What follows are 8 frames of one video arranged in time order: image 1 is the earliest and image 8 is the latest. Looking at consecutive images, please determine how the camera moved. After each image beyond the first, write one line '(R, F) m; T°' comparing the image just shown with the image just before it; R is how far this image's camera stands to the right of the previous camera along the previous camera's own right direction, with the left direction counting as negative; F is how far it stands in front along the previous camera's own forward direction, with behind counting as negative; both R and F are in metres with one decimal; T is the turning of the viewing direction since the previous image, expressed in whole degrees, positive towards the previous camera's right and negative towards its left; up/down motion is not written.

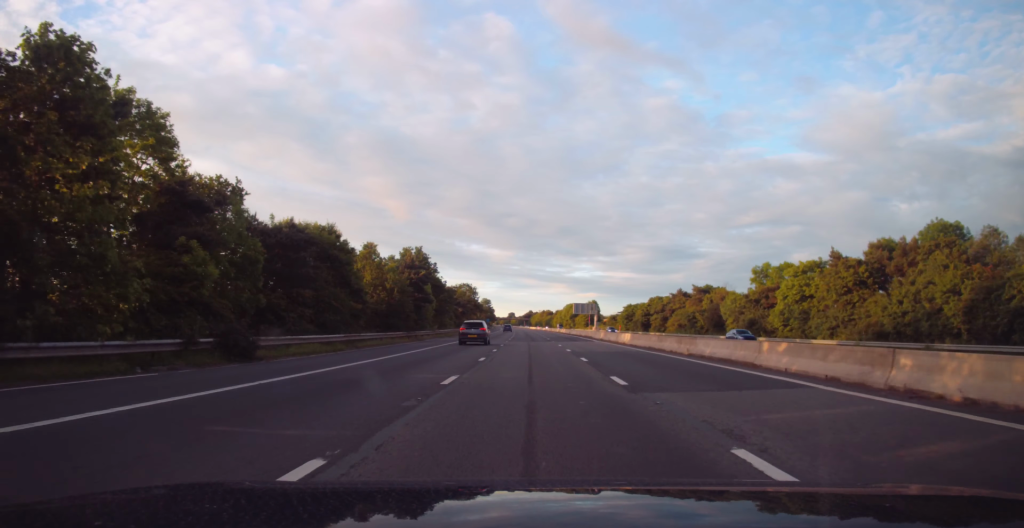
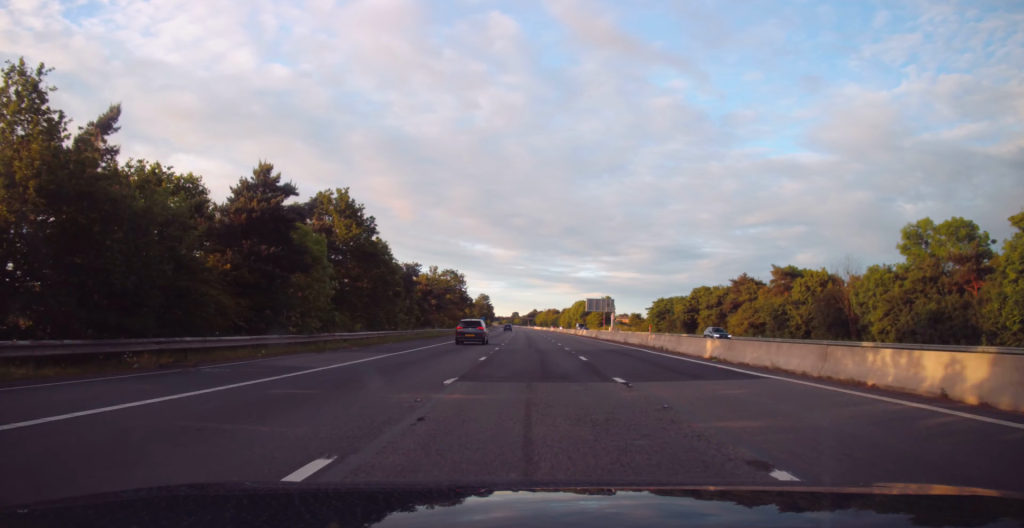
(-0.3, +36.8) m; -1°
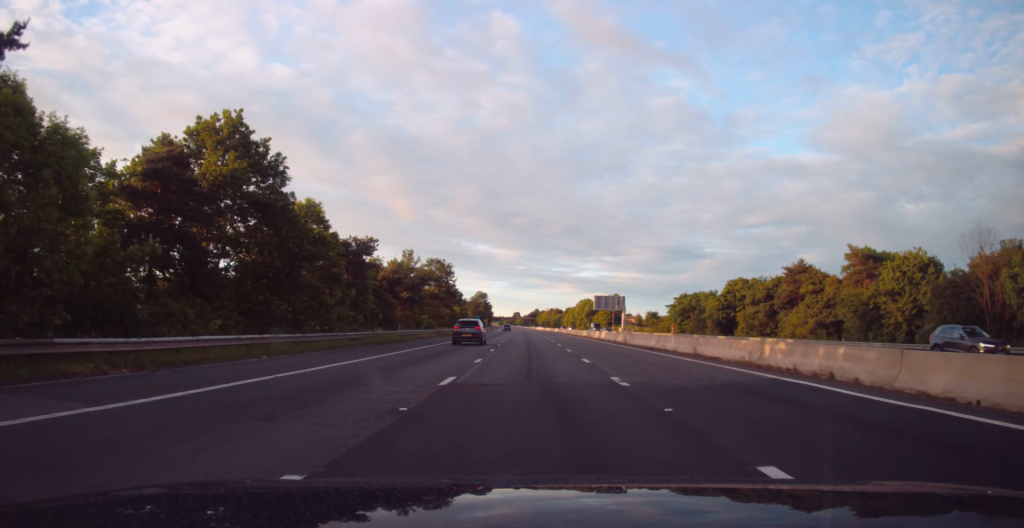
(0.0, +19.5) m; 0°
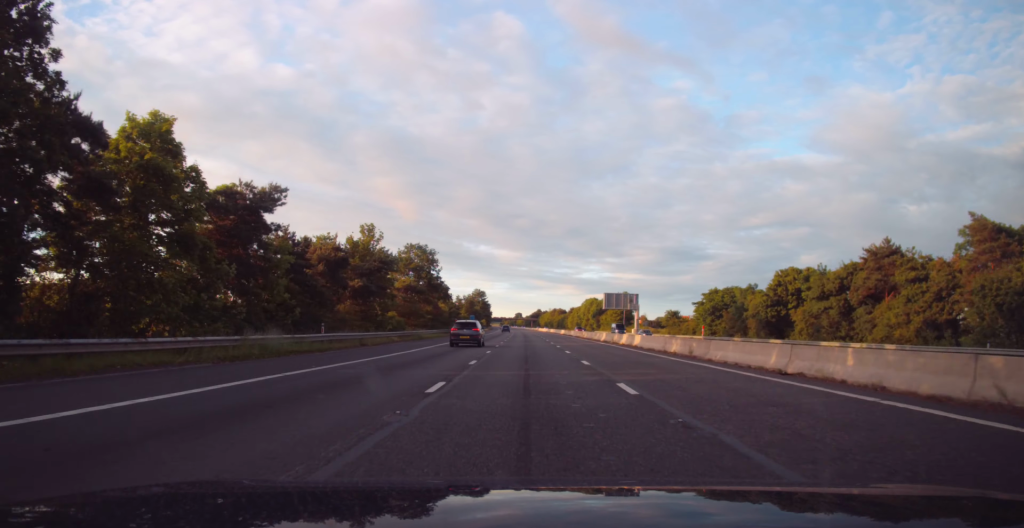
(-0.2, +18.4) m; 0°
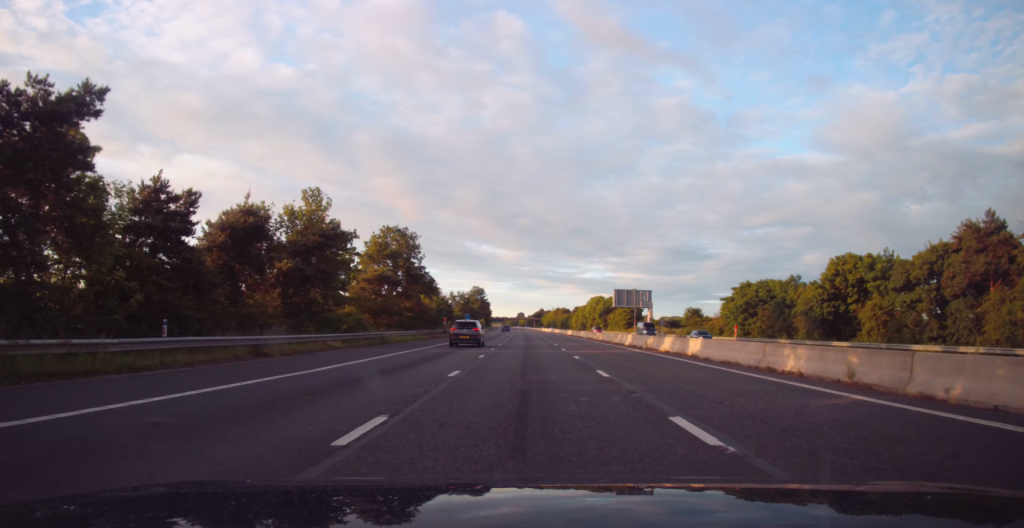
(-0.1, +14.1) m; 0°
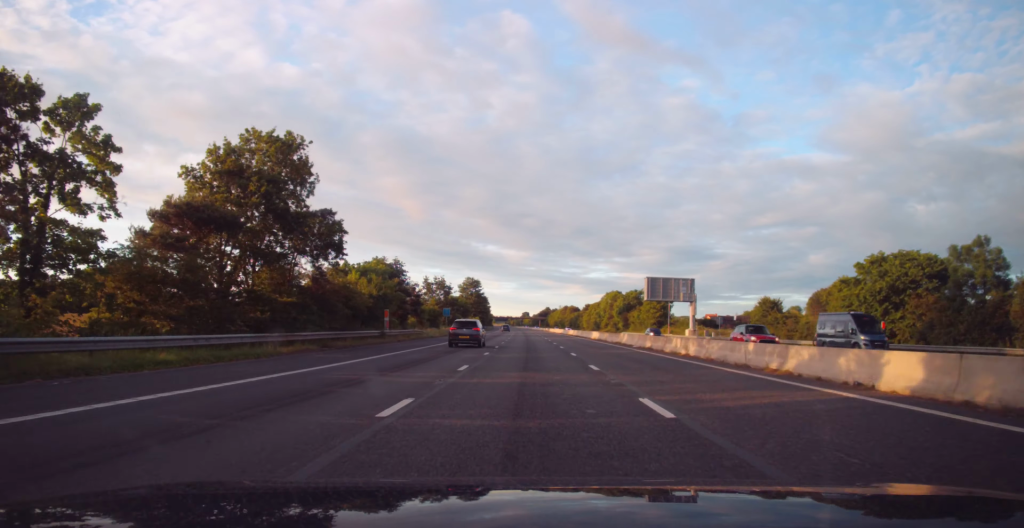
(0.0, +33.5) m; 0°
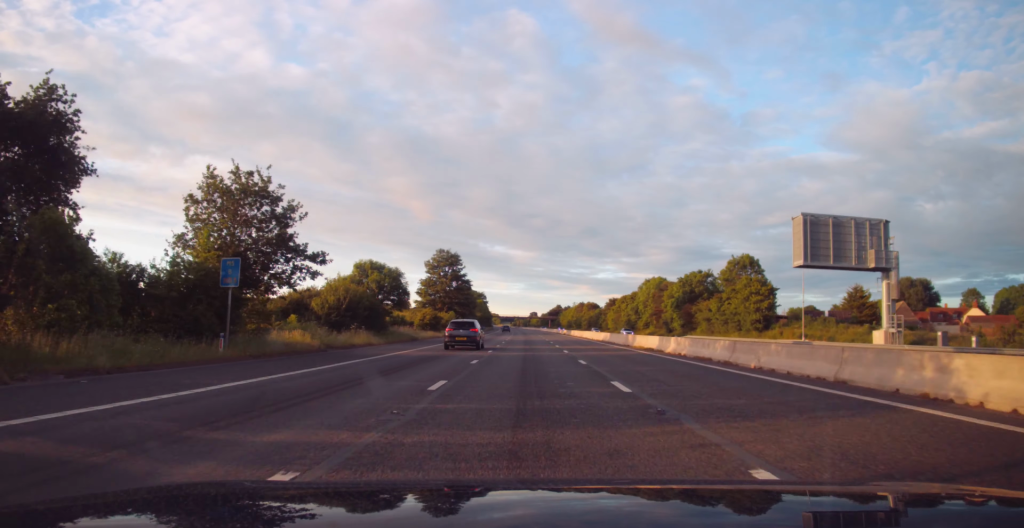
(-1.0, +59.7) m; -2°
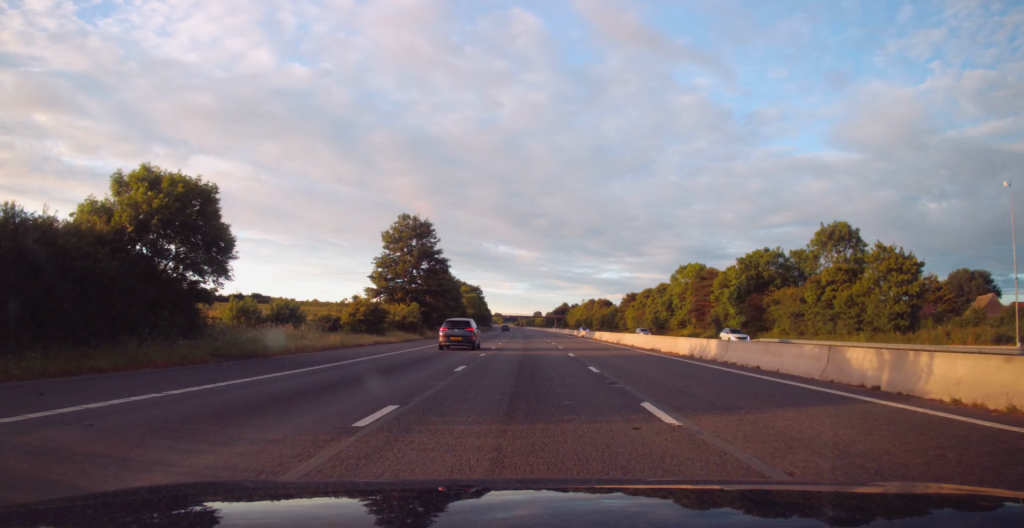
(+0.2, +31.5) m; 0°
